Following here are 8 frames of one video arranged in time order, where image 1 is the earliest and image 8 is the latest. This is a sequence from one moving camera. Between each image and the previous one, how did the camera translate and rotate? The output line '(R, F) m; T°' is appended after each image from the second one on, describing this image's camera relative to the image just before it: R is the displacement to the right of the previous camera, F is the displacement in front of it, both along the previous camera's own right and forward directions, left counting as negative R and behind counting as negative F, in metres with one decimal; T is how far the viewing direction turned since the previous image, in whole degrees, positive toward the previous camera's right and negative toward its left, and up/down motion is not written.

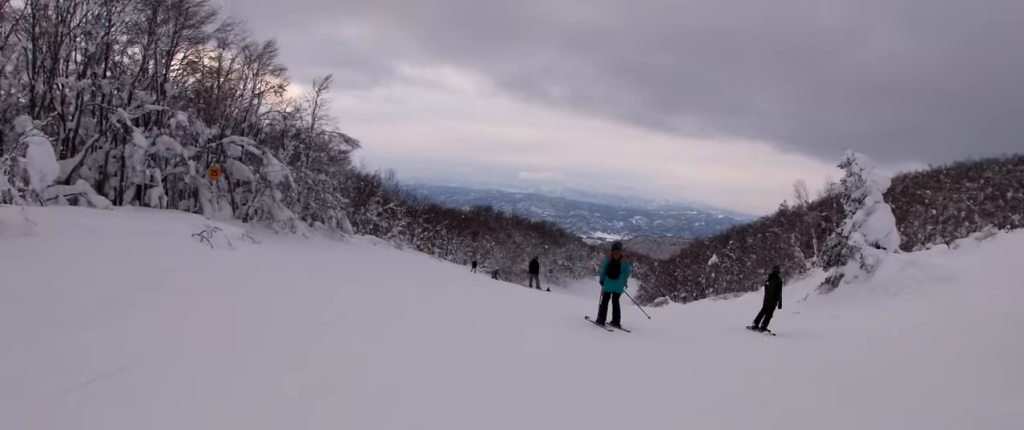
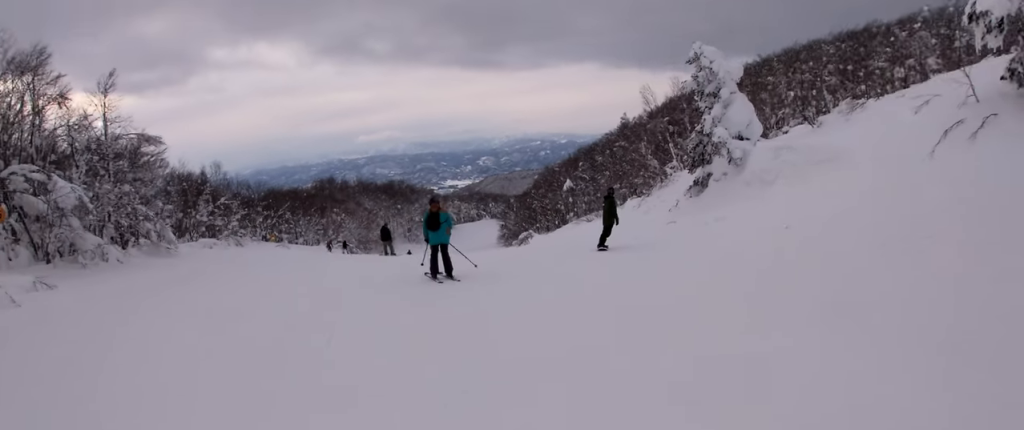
(0.0, +2.1) m; 0°
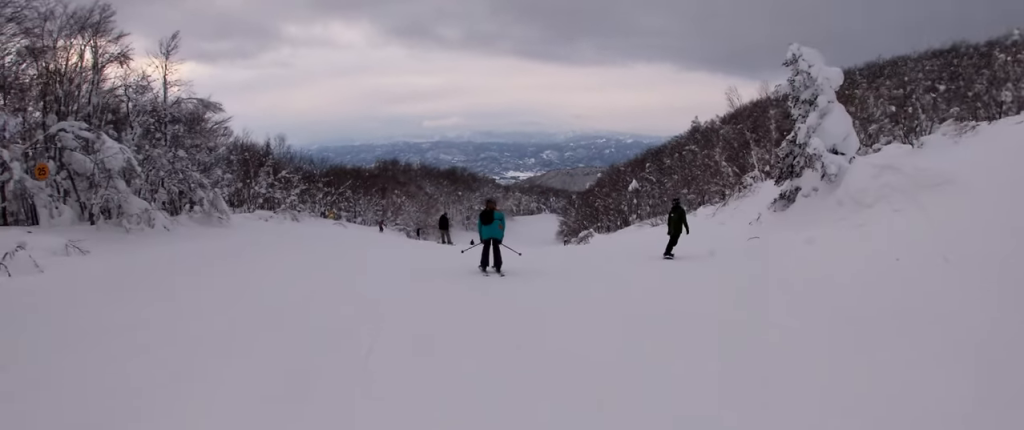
(0.0, +1.4) m; 0°
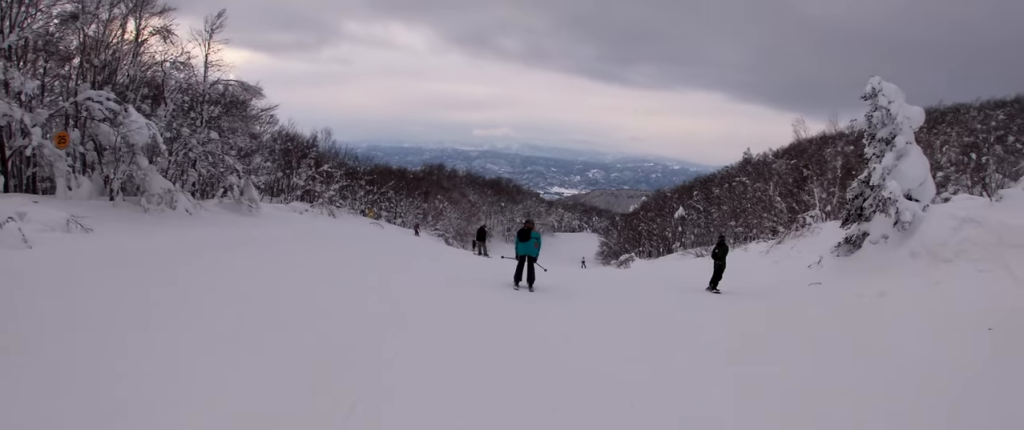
(0.0, +1.4) m; 0°
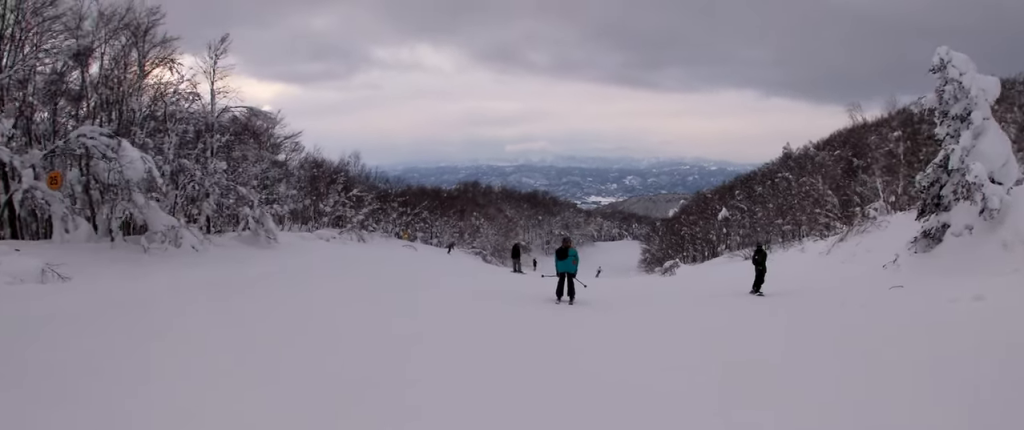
(0.0, +2.0) m; 0°
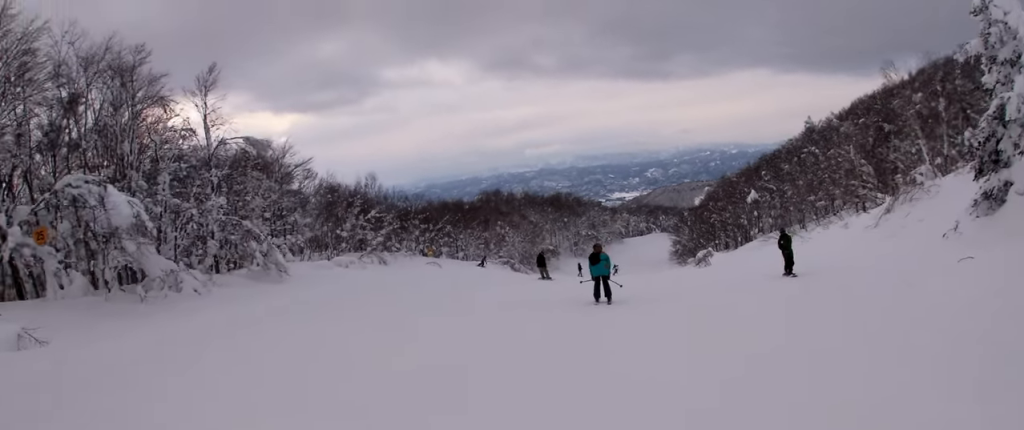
(0.0, +1.5) m; 0°
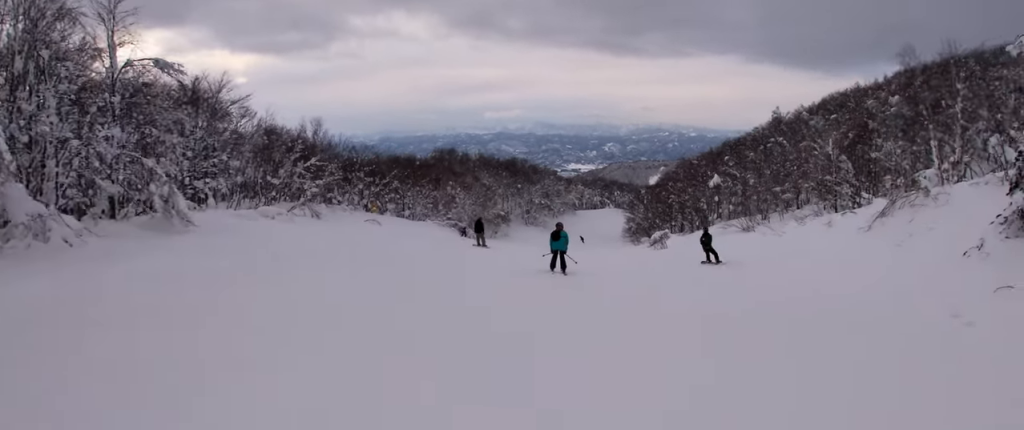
(0.0, +3.3) m; 0°
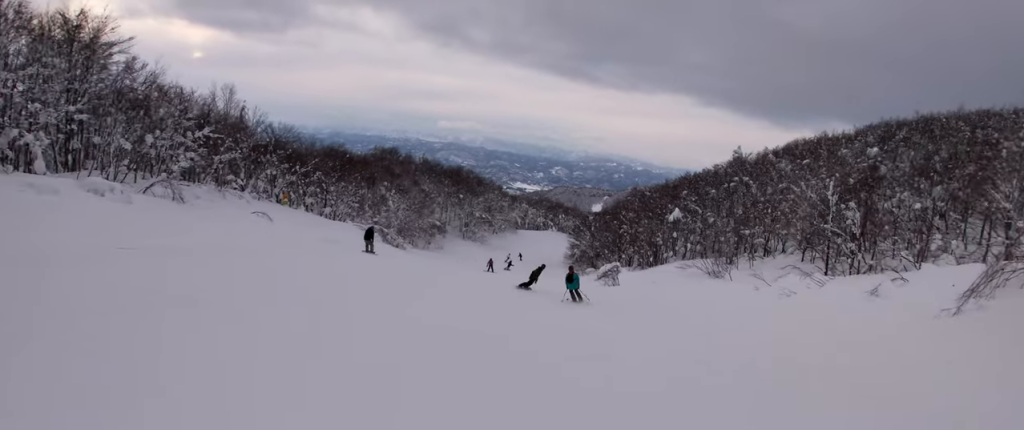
(0.0, +9.1) m; 0°
